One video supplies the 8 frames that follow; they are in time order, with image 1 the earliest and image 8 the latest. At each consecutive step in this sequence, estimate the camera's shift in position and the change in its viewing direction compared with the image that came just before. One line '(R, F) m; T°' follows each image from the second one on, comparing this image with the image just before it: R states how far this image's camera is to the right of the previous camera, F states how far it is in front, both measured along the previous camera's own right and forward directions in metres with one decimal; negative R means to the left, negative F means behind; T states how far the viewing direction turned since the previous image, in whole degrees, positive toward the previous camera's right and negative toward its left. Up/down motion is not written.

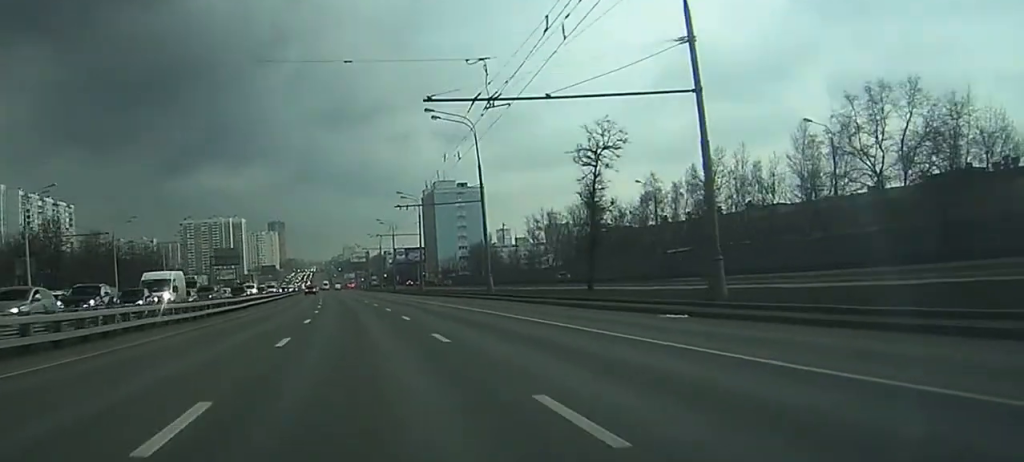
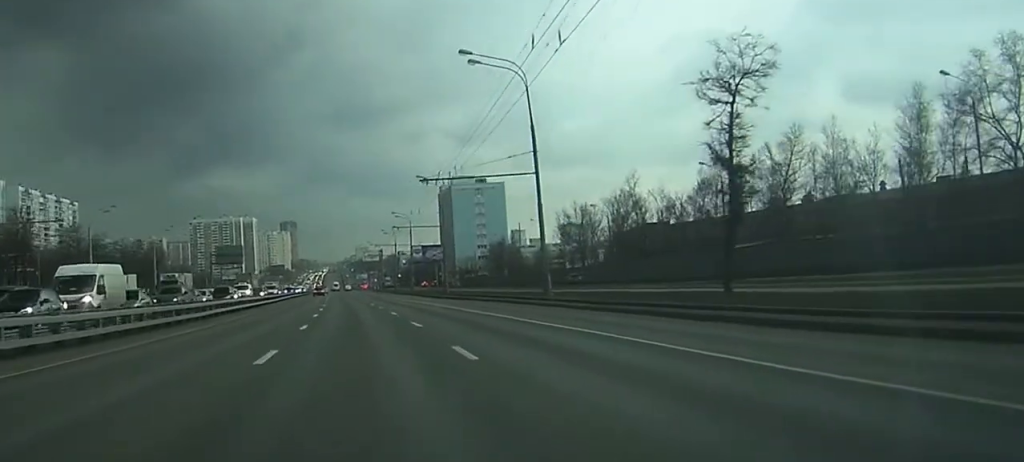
(0.0, +16.3) m; -1°
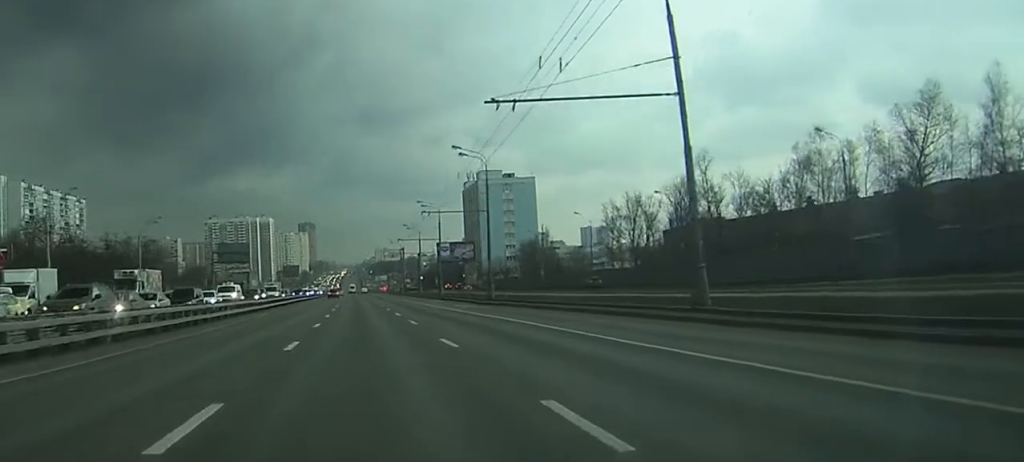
(-0.5, +20.3) m; -2°
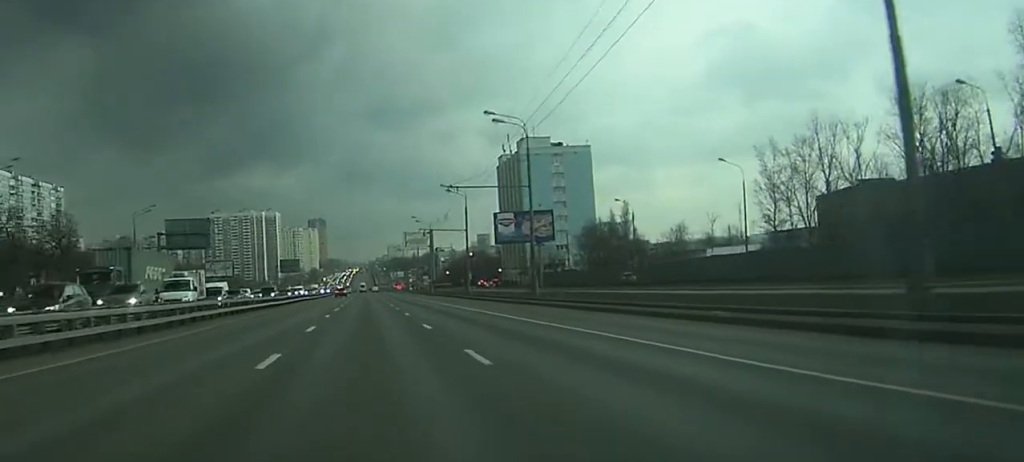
(-1.2, +50.8) m; -2°
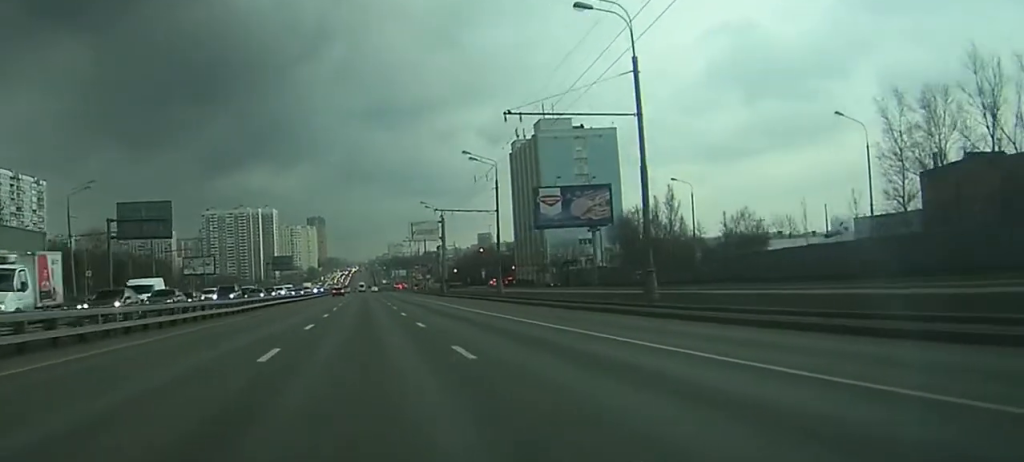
(-0.1, +20.0) m; 0°
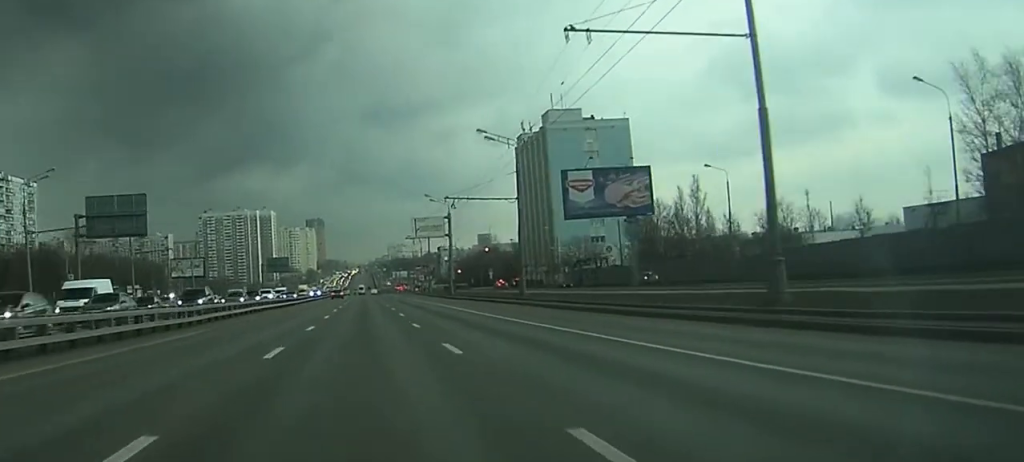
(-0.1, +8.5) m; 0°
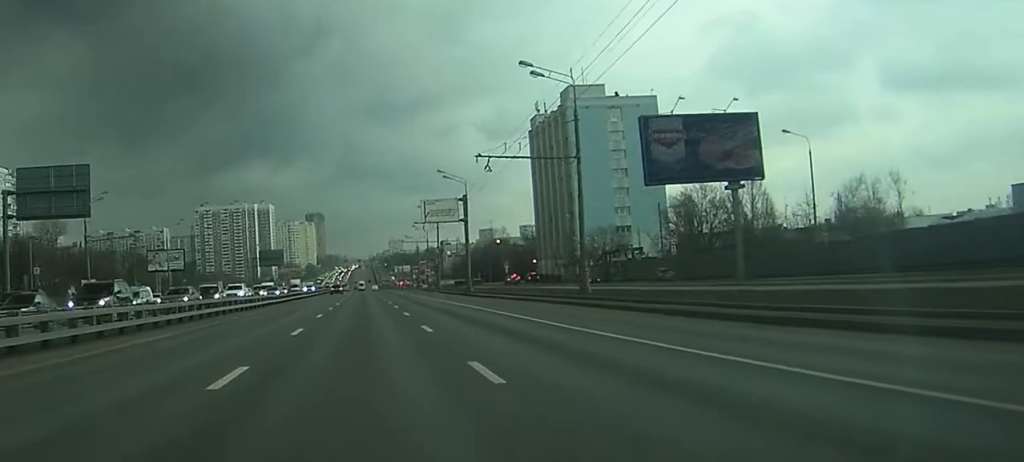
(+0.2, +18.6) m; +1°
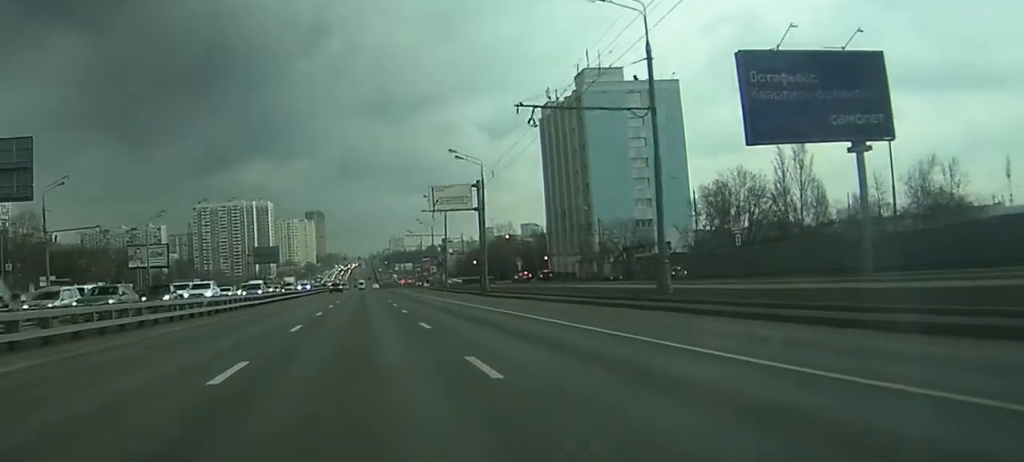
(0.0, +13.3) m; 0°
